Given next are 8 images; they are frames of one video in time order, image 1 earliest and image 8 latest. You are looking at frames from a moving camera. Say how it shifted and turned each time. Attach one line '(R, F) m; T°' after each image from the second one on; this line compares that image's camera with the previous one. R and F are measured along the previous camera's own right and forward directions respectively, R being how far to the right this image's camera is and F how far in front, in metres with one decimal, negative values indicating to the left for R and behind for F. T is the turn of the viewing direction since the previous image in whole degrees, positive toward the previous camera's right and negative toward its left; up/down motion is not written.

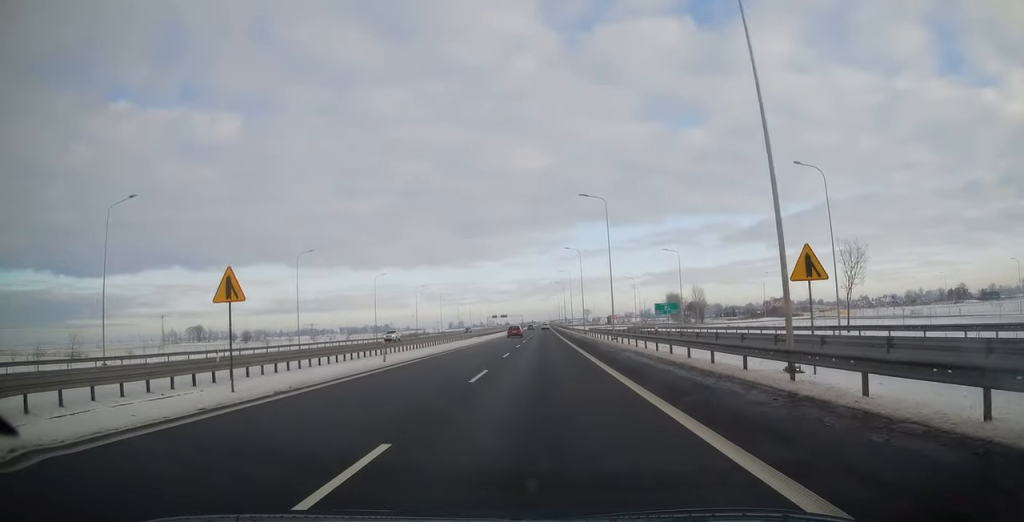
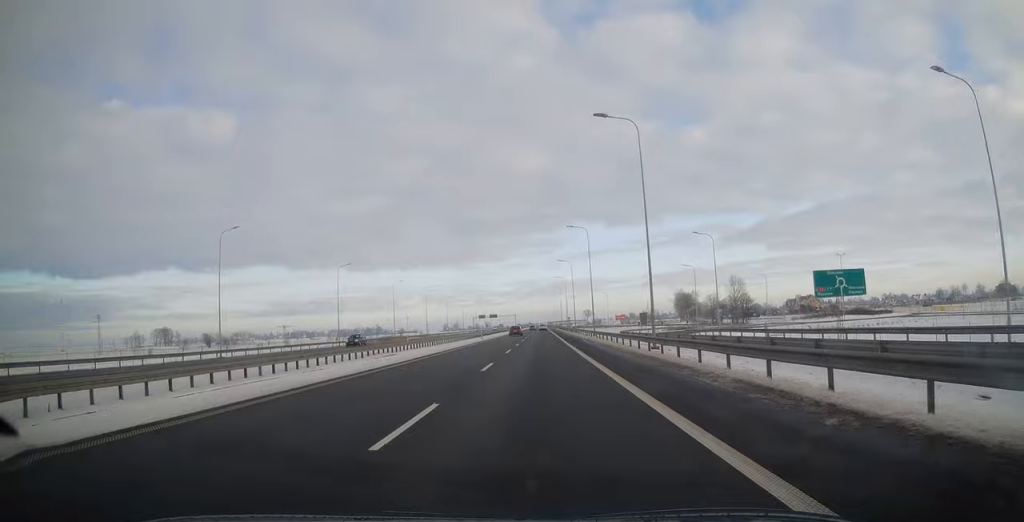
(+0.4, +55.5) m; 0°
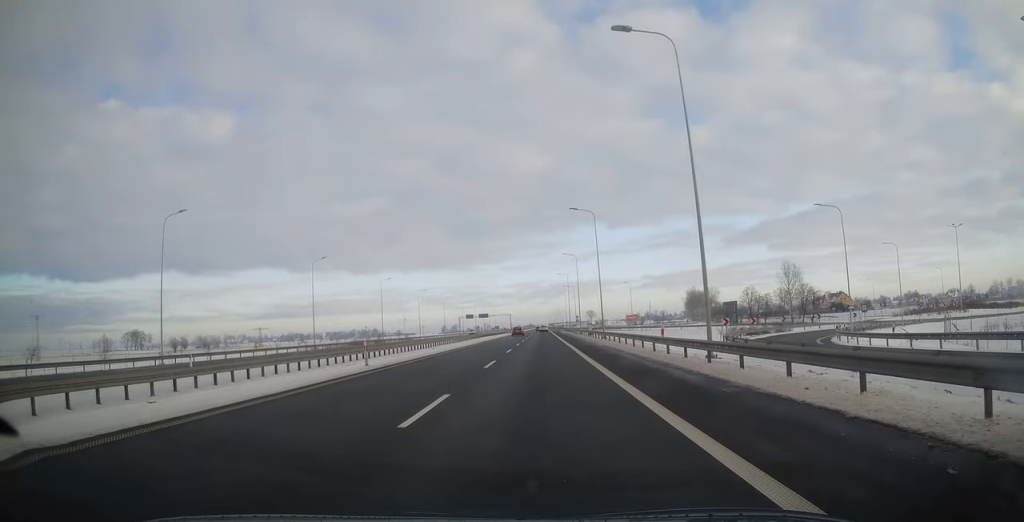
(0.0, +46.0) m; 0°
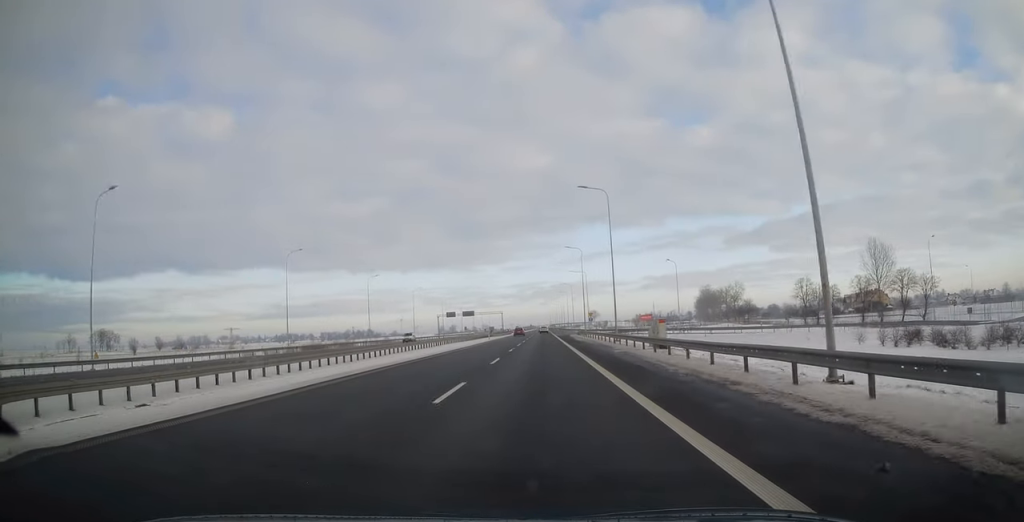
(-0.3, +44.9) m; -1°
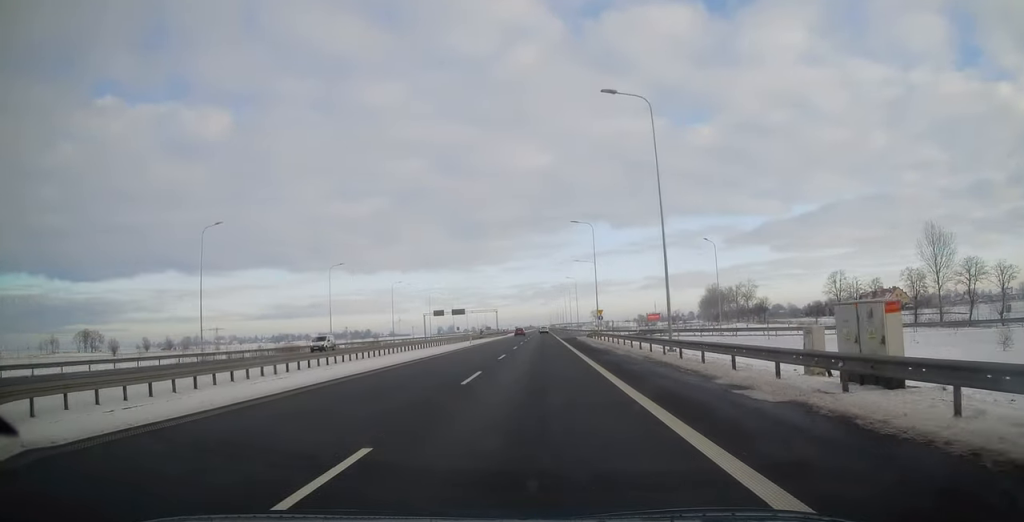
(0.0, +20.1) m; +1°
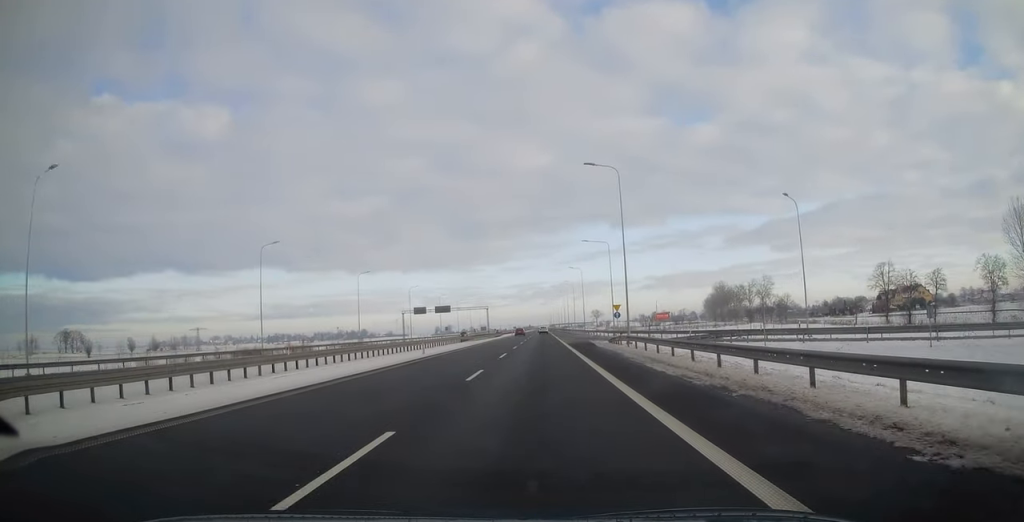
(+0.2, +22.7) m; 0°
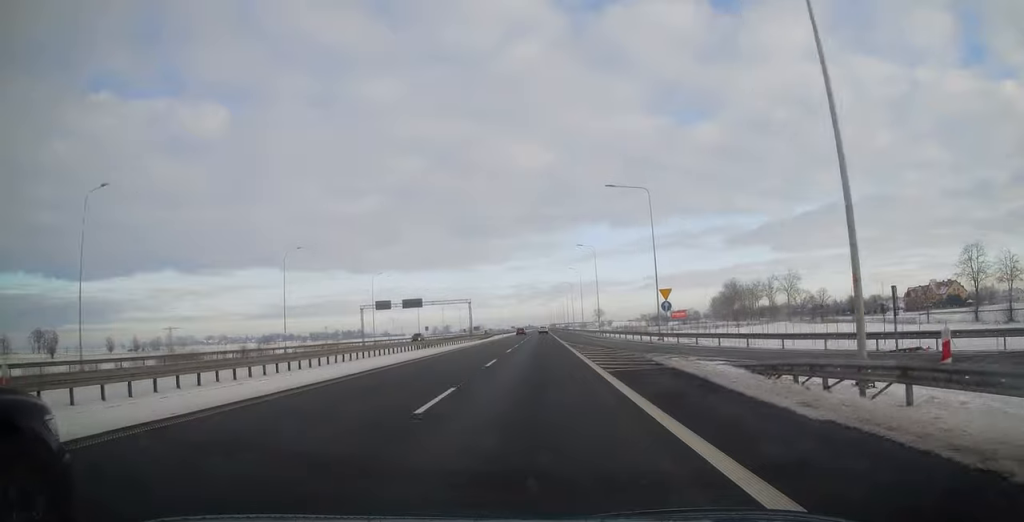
(+0.1, +30.2) m; 0°
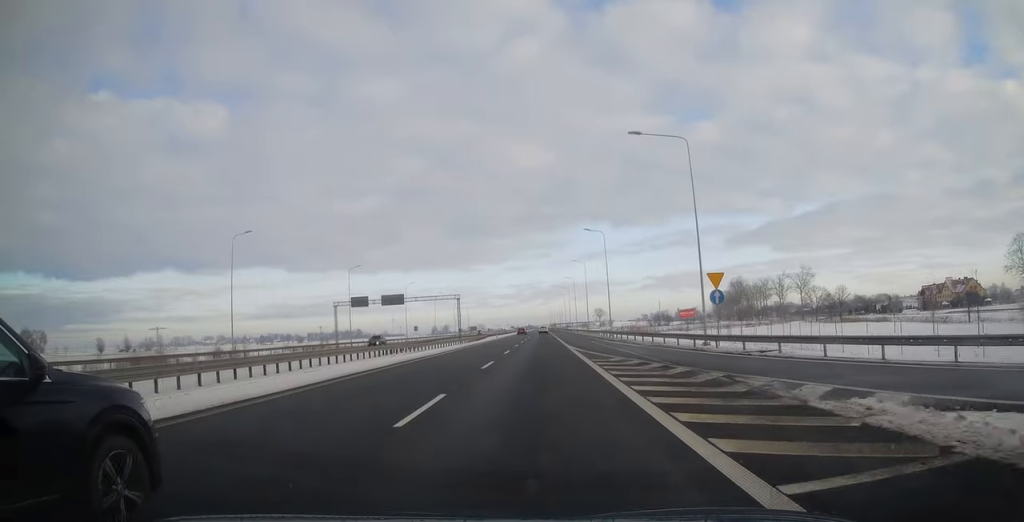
(-0.1, +13.2) m; 0°
